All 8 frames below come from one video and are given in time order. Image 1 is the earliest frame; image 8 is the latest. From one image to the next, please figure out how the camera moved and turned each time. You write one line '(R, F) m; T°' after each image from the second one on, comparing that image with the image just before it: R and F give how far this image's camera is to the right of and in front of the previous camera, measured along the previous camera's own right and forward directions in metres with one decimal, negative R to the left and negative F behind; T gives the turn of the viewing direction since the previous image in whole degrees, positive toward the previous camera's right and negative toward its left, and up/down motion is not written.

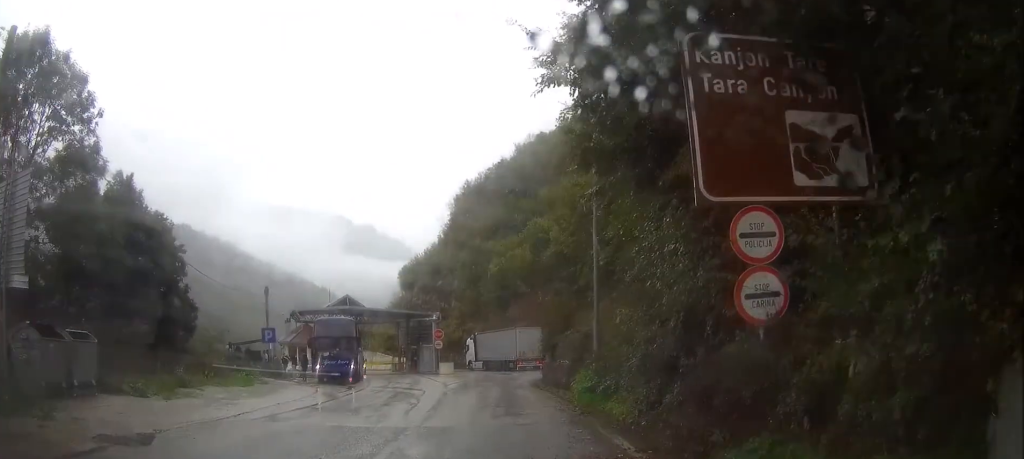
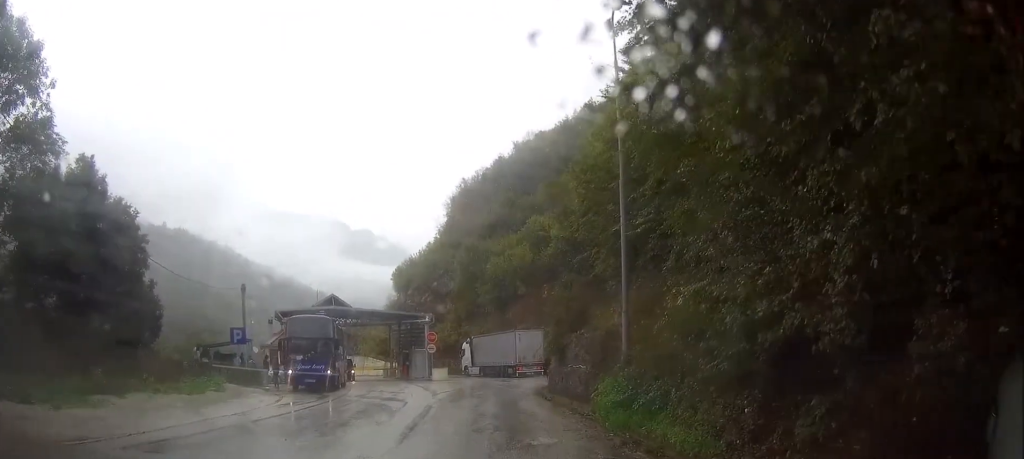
(-0.1, +4.0) m; +3°
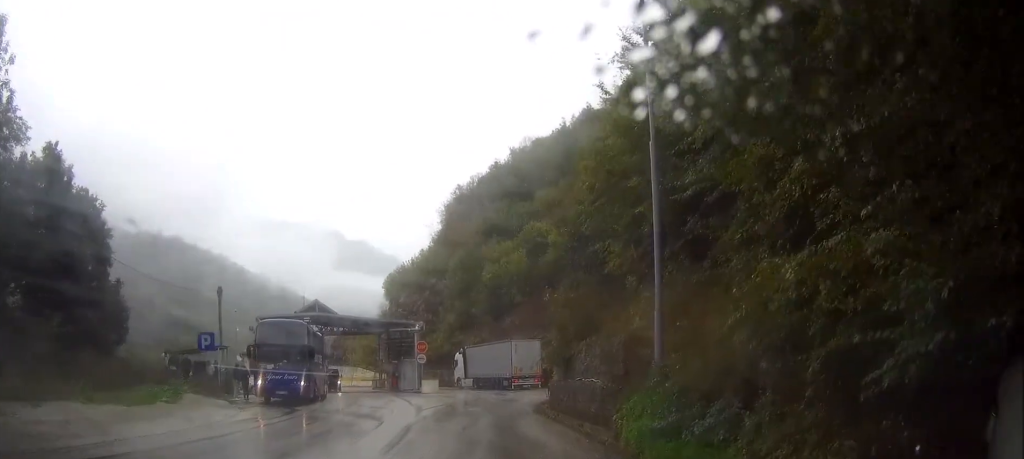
(+0.2, +3.1) m; +3°
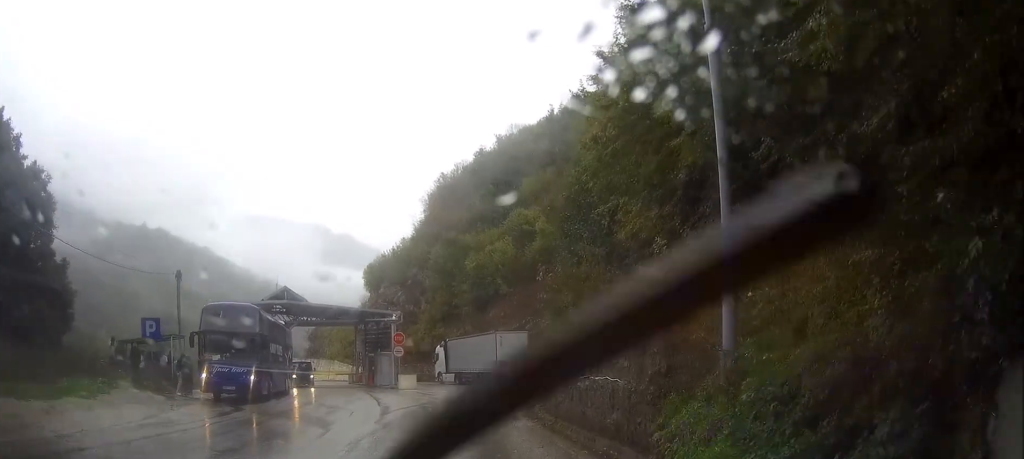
(+0.2, +3.9) m; -4°
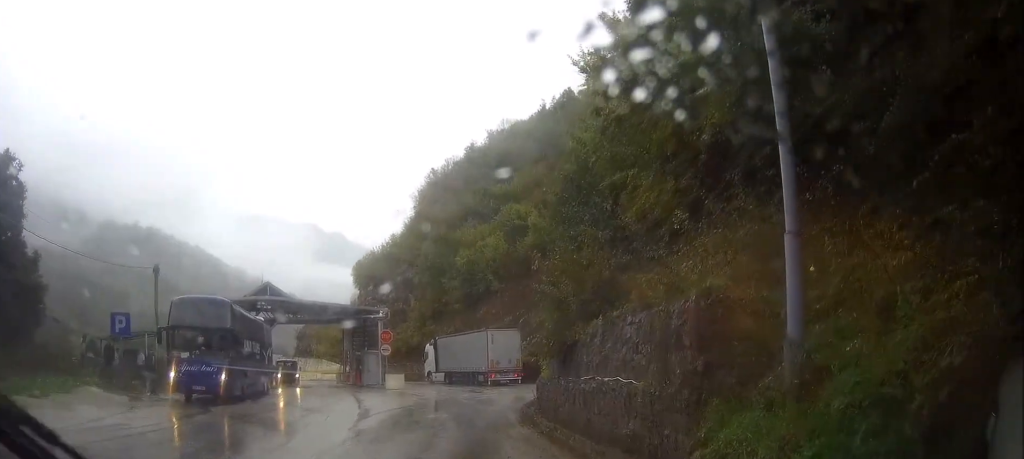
(-0.1, +1.8) m; -5°
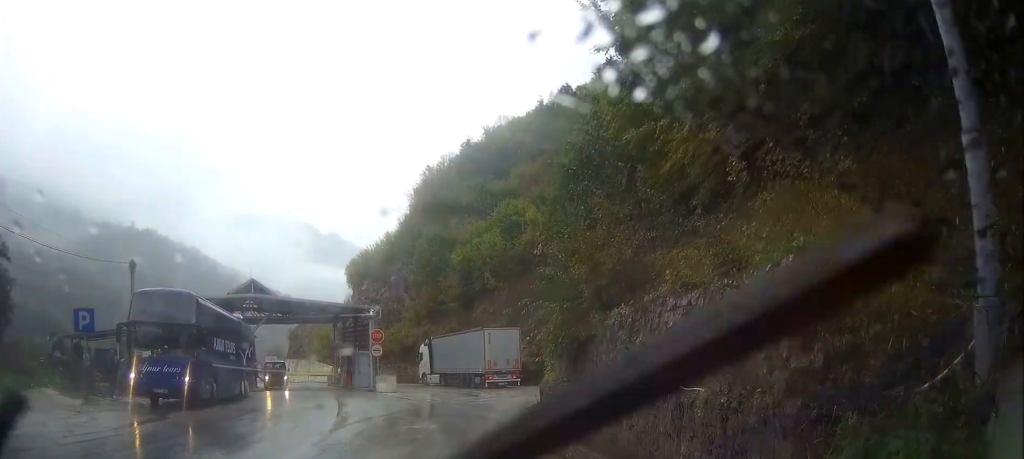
(-0.3, +2.5) m; -4°
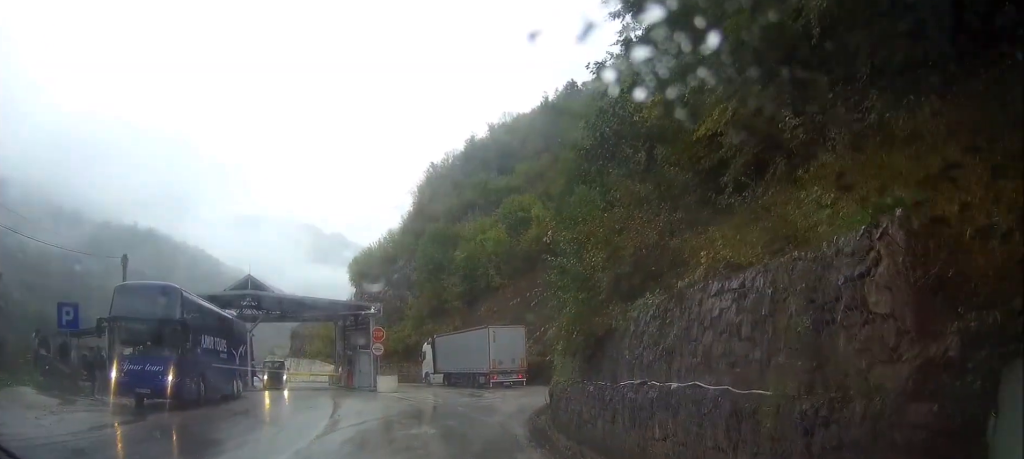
(+0.1, +1.4) m; +2°
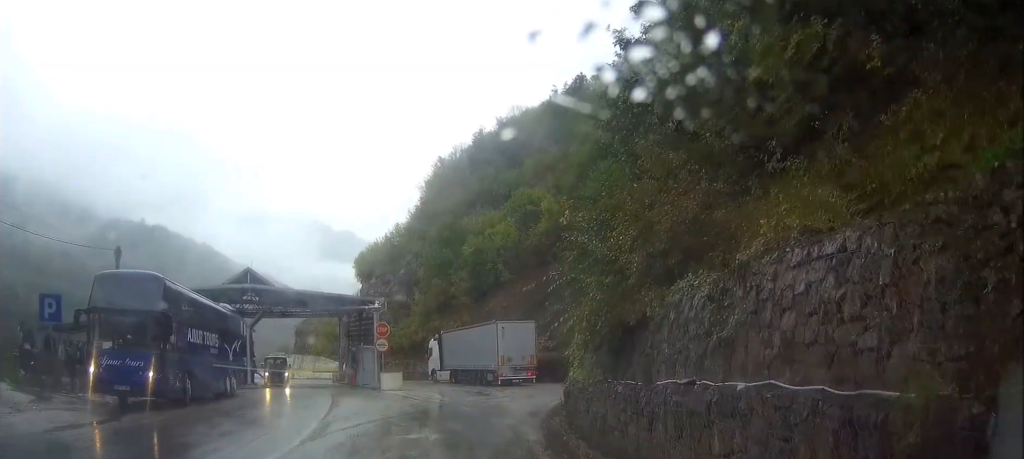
(0.0, +1.6) m; +4°
